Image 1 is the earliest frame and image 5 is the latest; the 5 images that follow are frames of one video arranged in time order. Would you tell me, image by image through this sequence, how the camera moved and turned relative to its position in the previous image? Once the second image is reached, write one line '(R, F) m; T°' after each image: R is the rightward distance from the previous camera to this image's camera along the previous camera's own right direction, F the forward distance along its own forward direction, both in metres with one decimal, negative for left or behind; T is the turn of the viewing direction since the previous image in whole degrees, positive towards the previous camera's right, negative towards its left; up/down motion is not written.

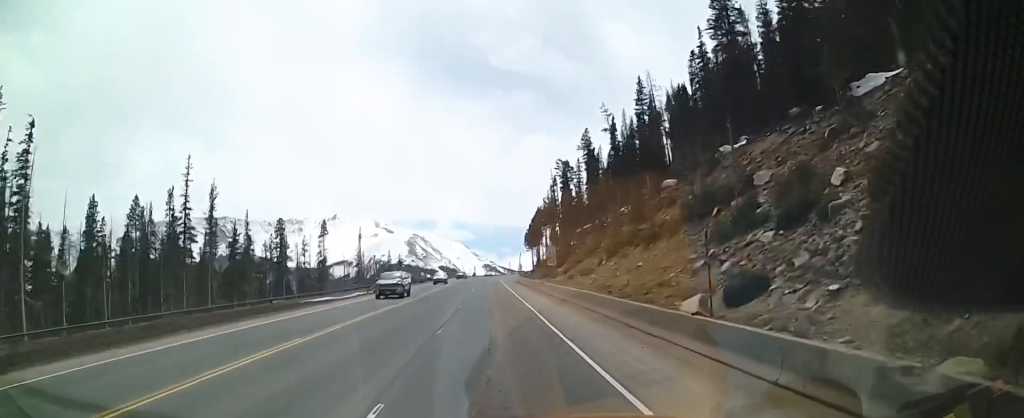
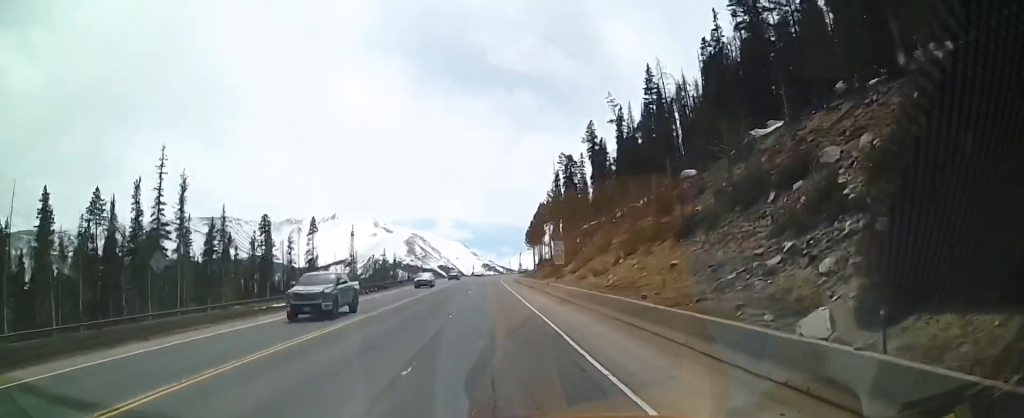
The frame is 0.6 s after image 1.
(+0.5, +7.0) m; +1°
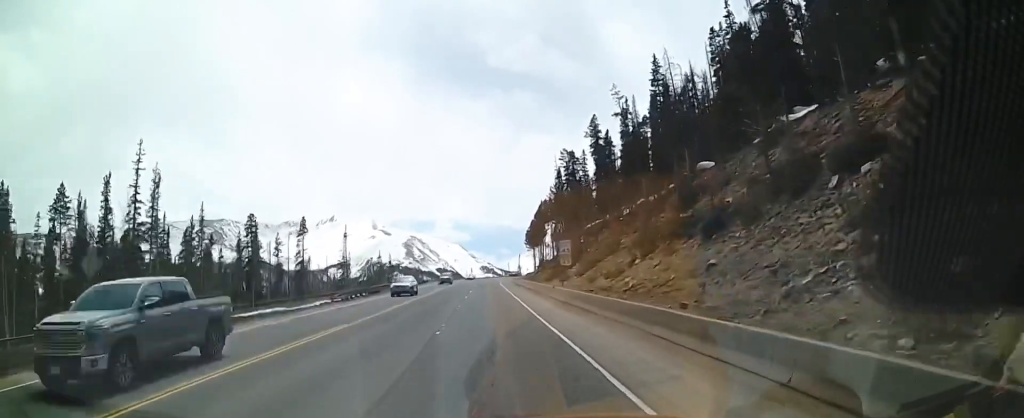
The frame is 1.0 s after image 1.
(-0.3, +5.4) m; -2°
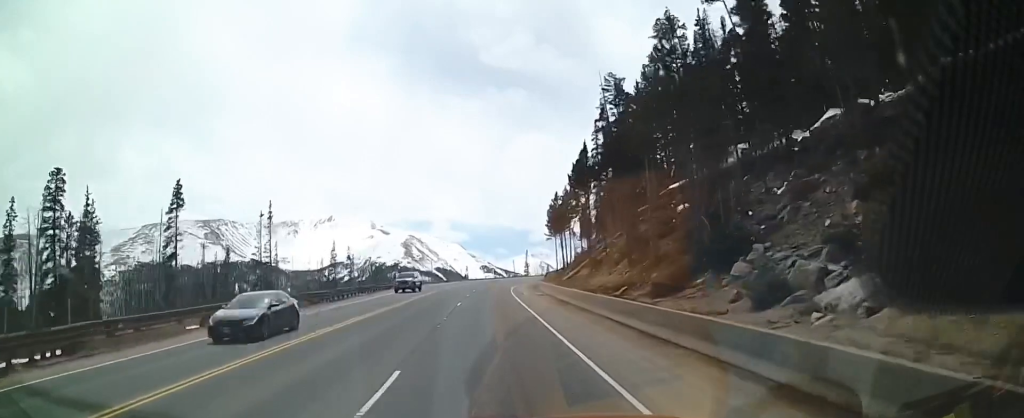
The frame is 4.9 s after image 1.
(-2.0, +47.0) m; -4°
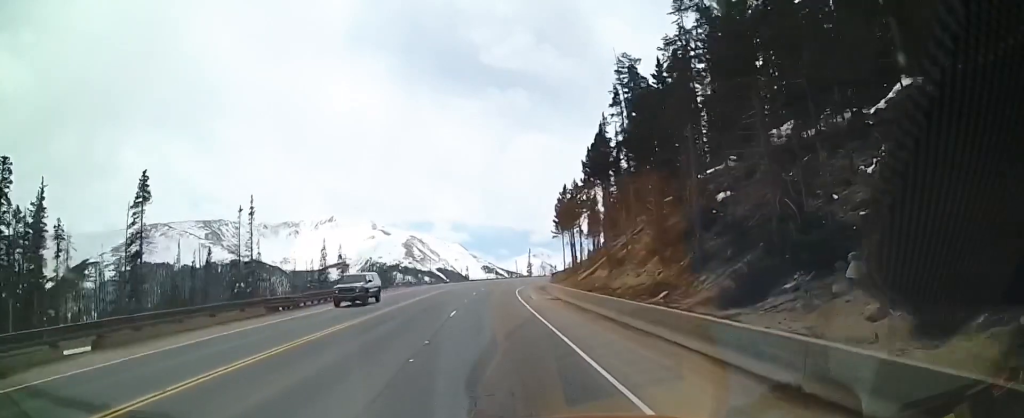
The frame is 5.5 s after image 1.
(-0.5, +7.6) m; +1°
